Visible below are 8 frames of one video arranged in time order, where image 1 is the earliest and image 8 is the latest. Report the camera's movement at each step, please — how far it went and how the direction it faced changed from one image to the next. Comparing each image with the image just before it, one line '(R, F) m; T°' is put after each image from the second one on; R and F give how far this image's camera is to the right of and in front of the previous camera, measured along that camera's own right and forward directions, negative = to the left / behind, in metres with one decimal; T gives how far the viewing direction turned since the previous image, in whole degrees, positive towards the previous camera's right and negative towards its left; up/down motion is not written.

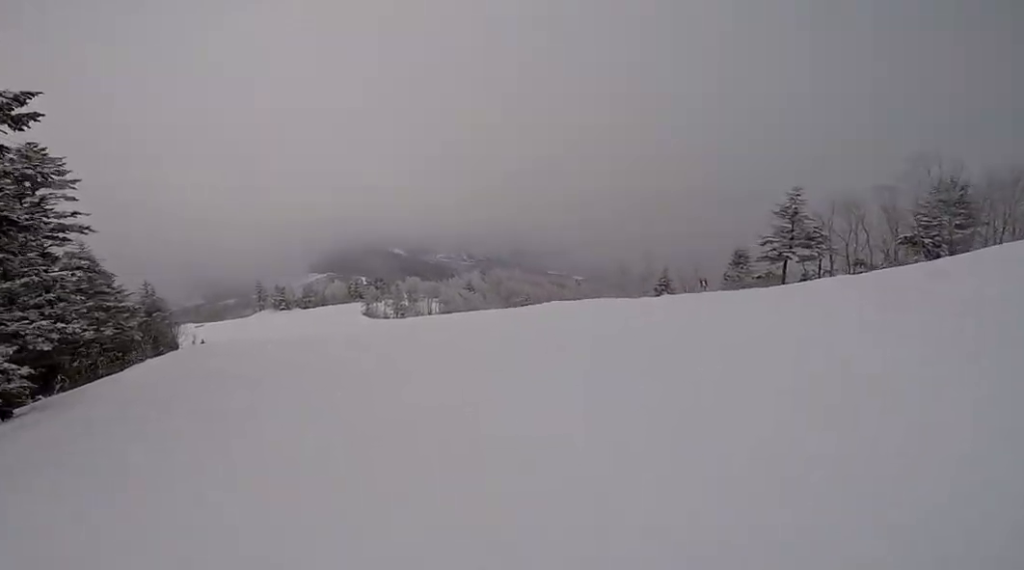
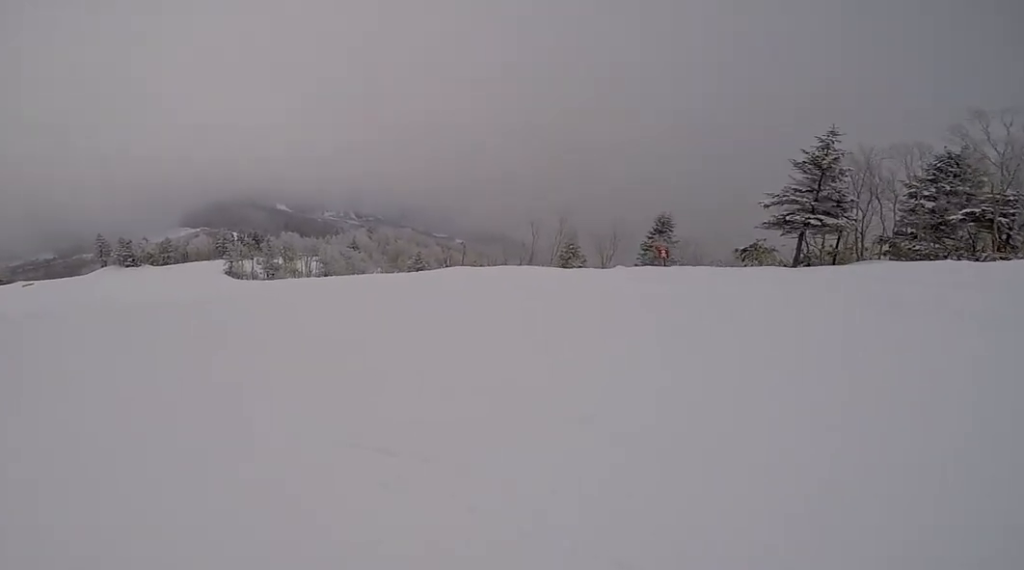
(0.0, +9.1) m; -21°
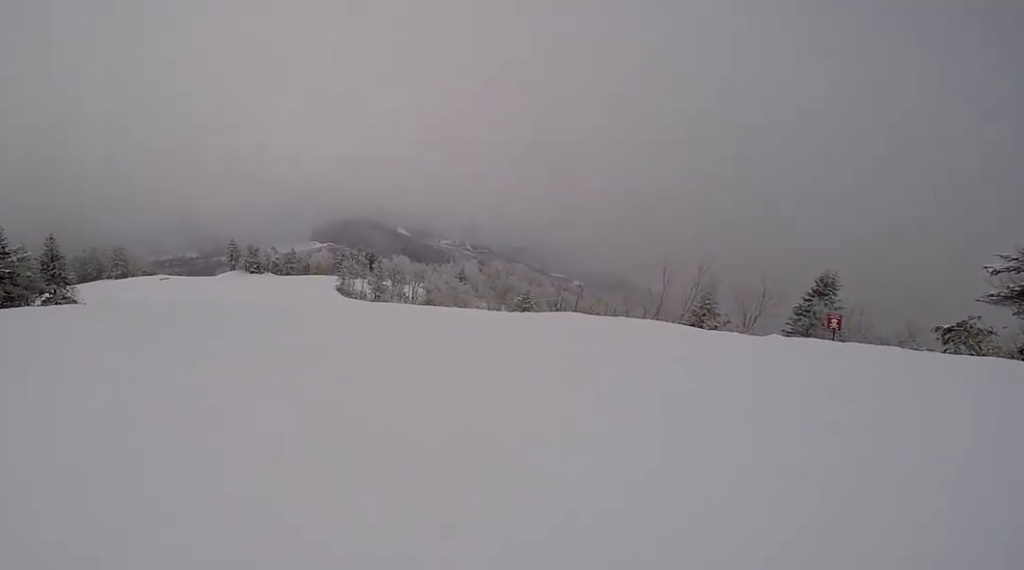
(+0.1, +2.4) m; -11°
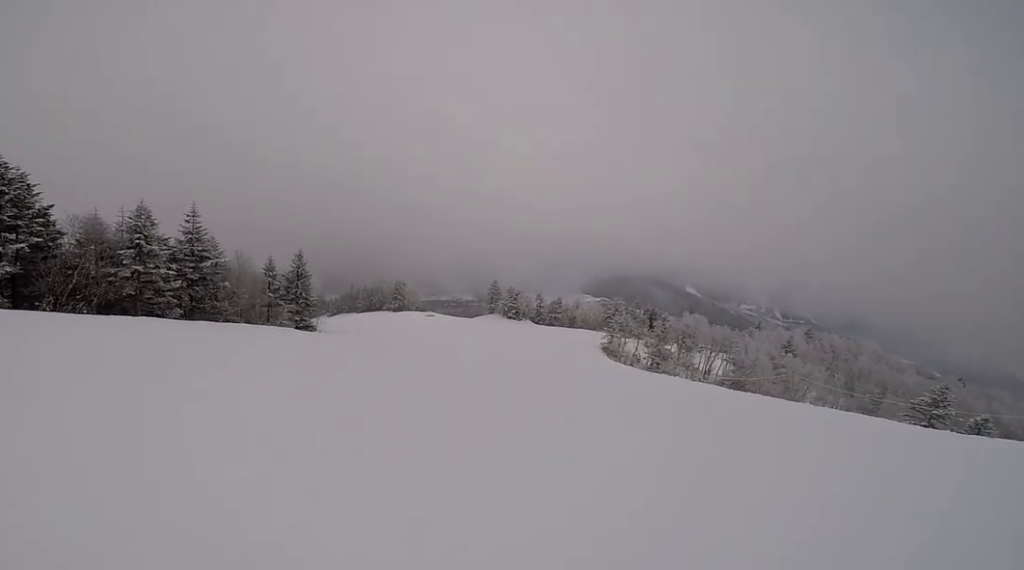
(-5.1, +11.0) m; -14°
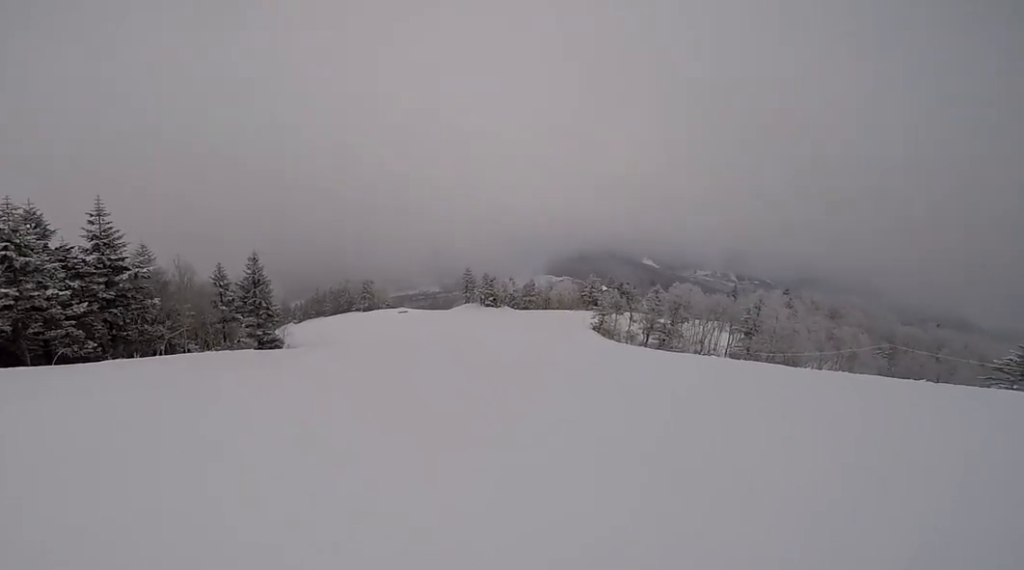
(+1.5, +5.4) m; +20°
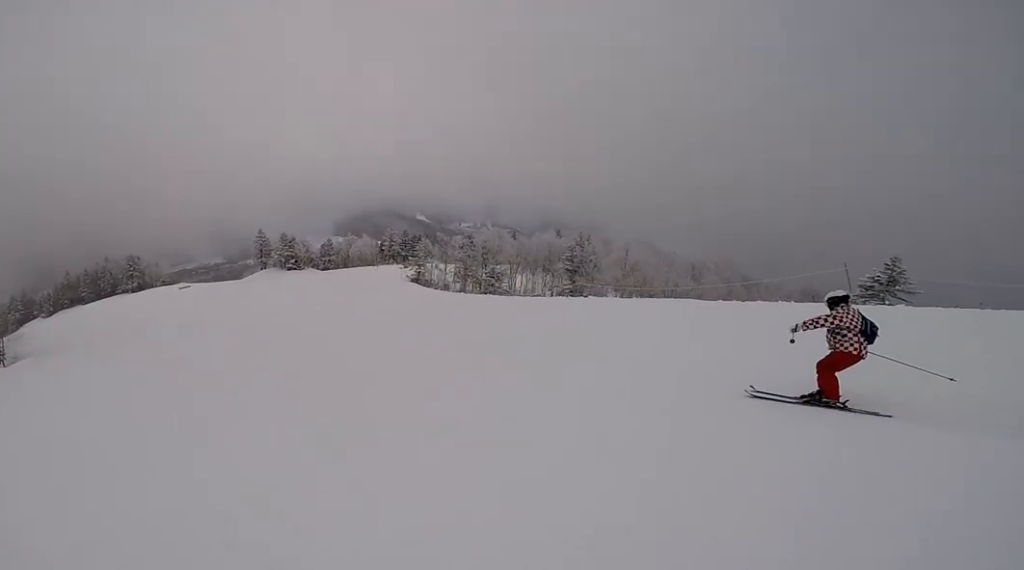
(+1.7, +8.4) m; +1°
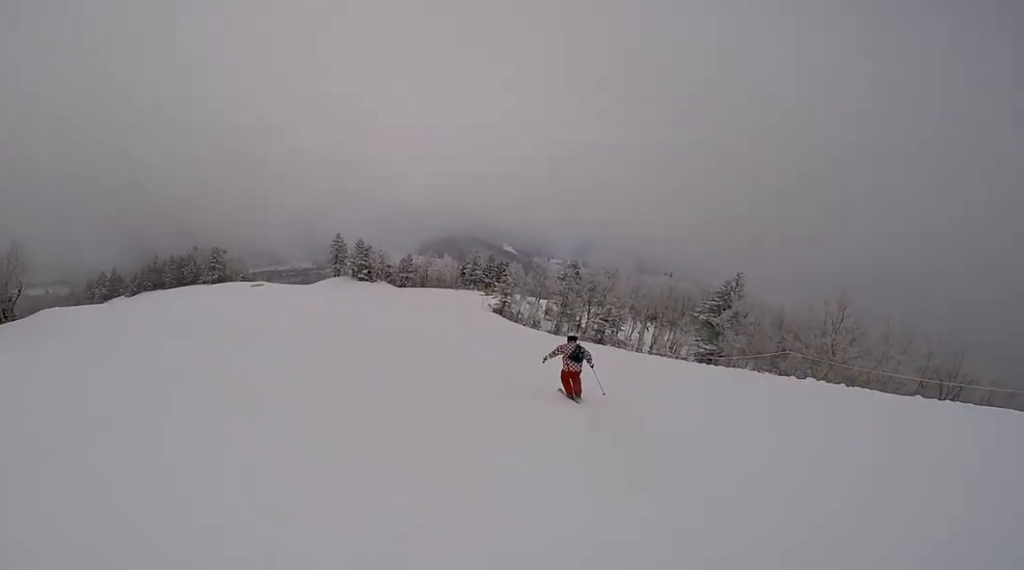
(-2.0, +8.4) m; -21°
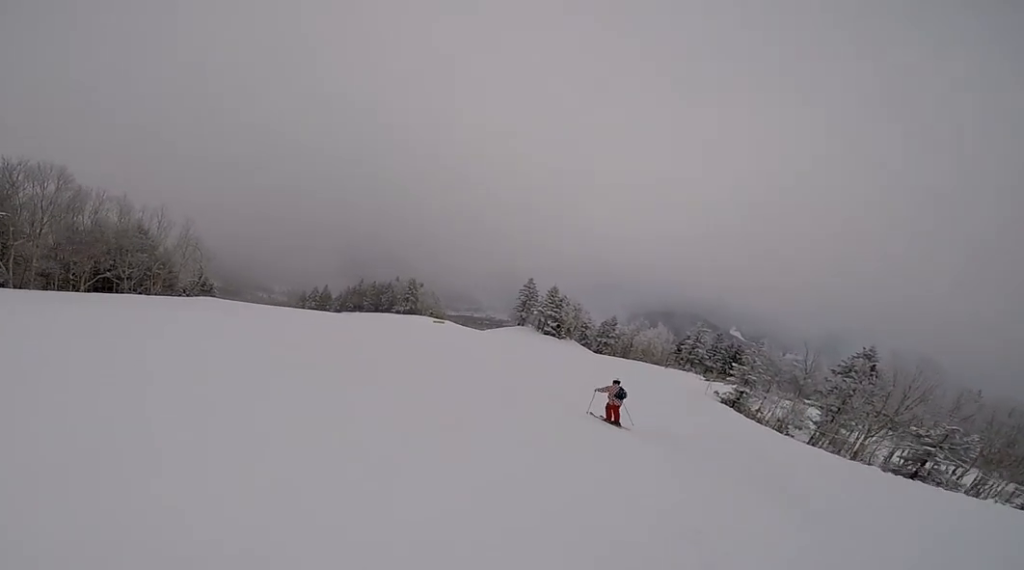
(-0.6, +7.9) m; -10°
